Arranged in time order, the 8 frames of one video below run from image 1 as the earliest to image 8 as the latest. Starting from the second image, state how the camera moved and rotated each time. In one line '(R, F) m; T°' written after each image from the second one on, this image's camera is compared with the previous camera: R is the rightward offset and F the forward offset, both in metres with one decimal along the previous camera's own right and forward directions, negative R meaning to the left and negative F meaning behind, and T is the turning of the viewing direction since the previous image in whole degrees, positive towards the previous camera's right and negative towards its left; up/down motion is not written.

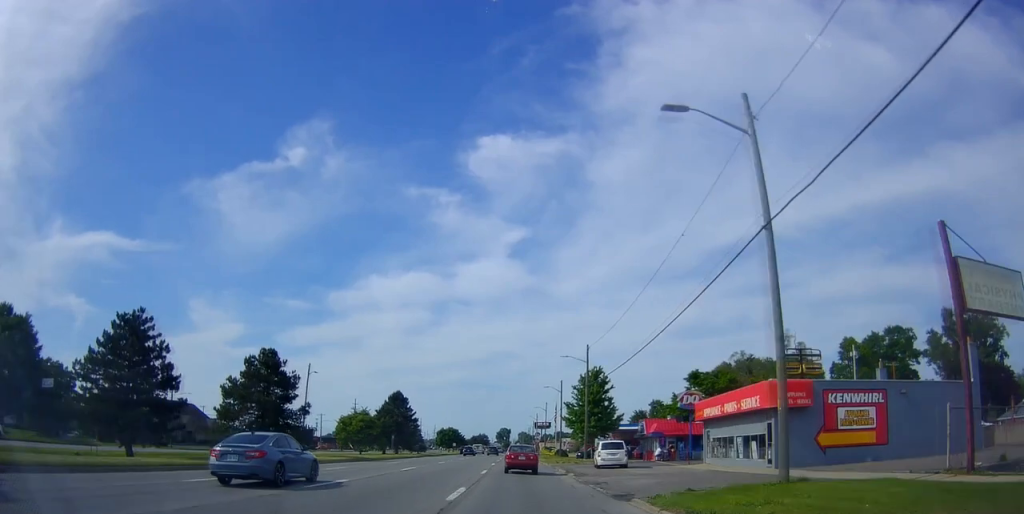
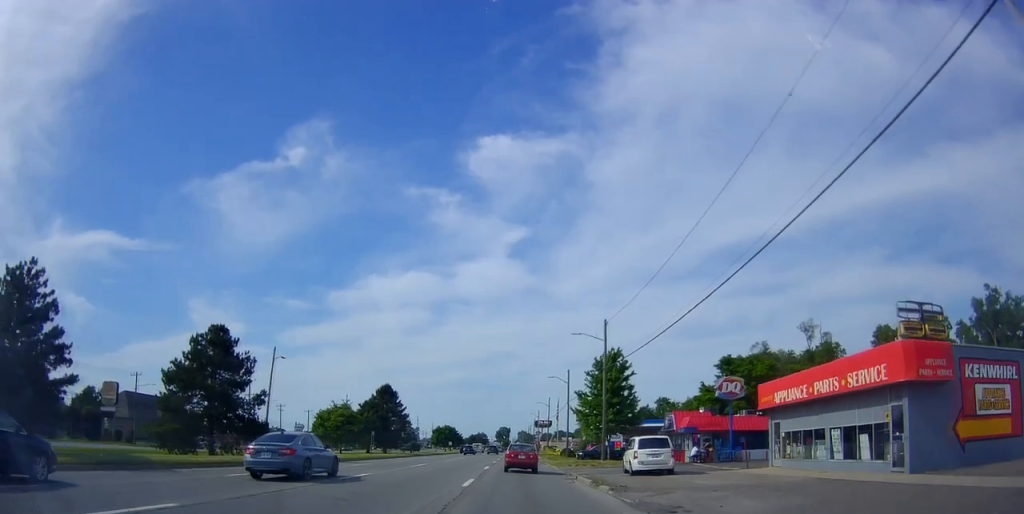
(0.0, +10.4) m; +1°
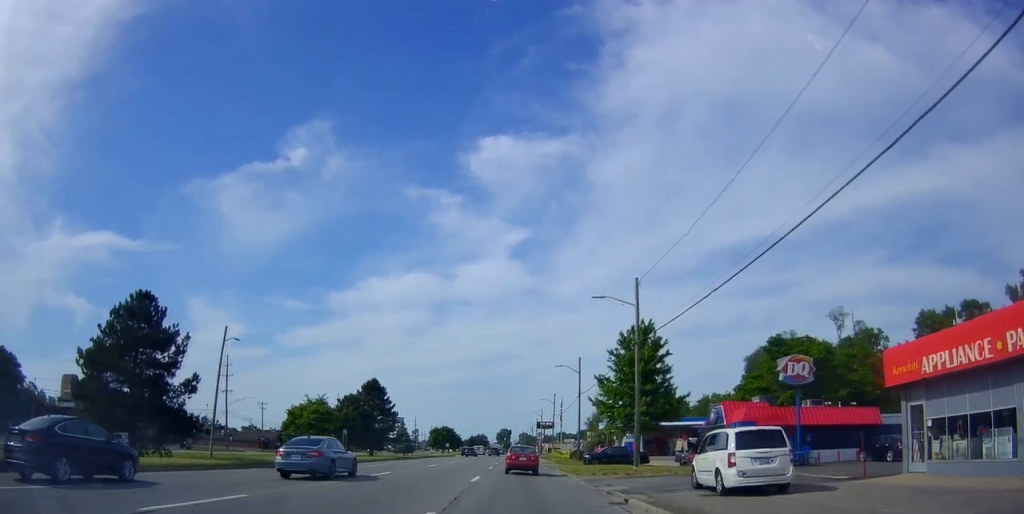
(+0.5, +11.0) m; +1°
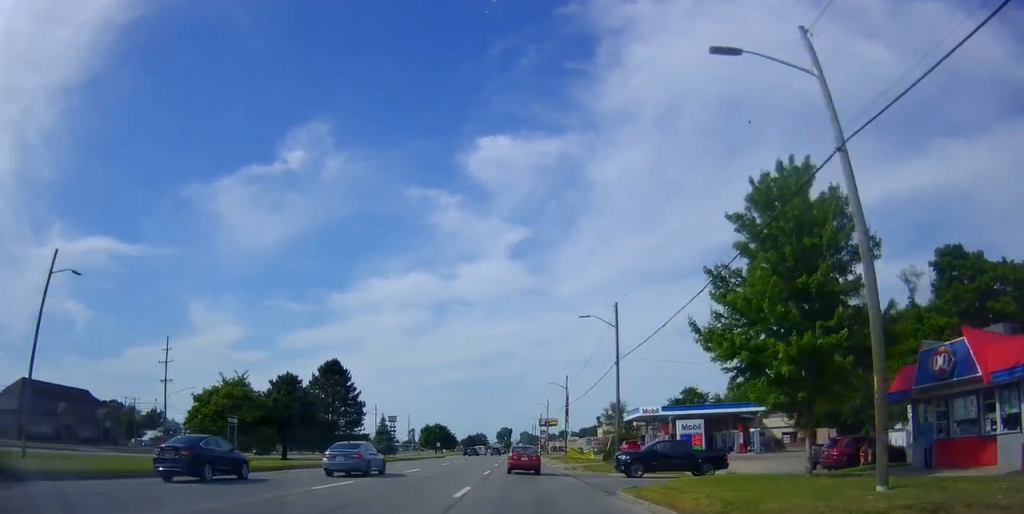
(-0.3, +22.0) m; -2°
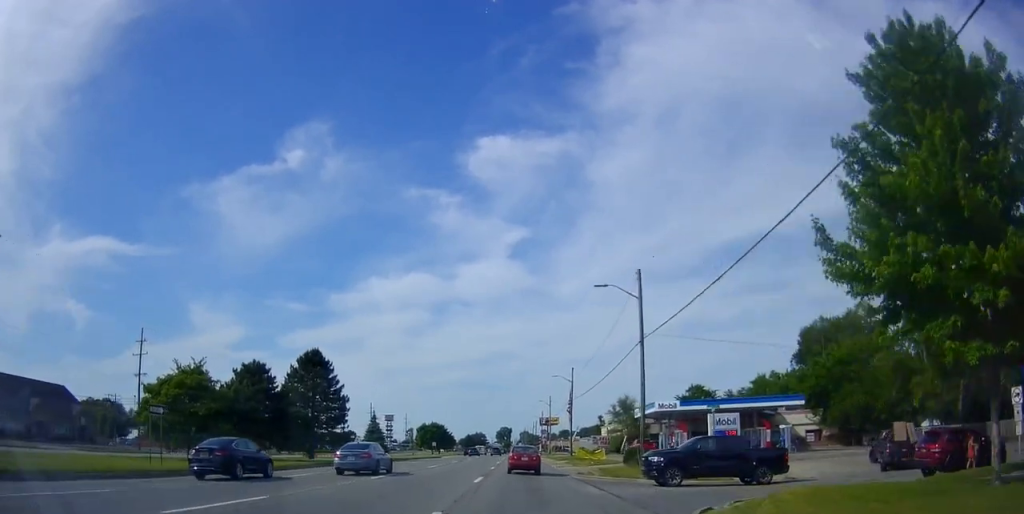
(-0.2, +7.5) m; -1°
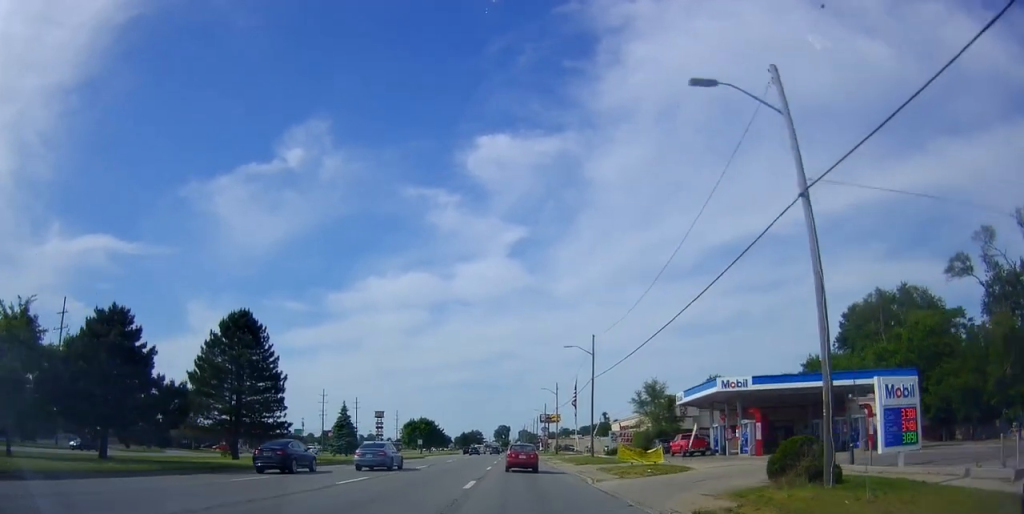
(-0.2, +19.3) m; 0°
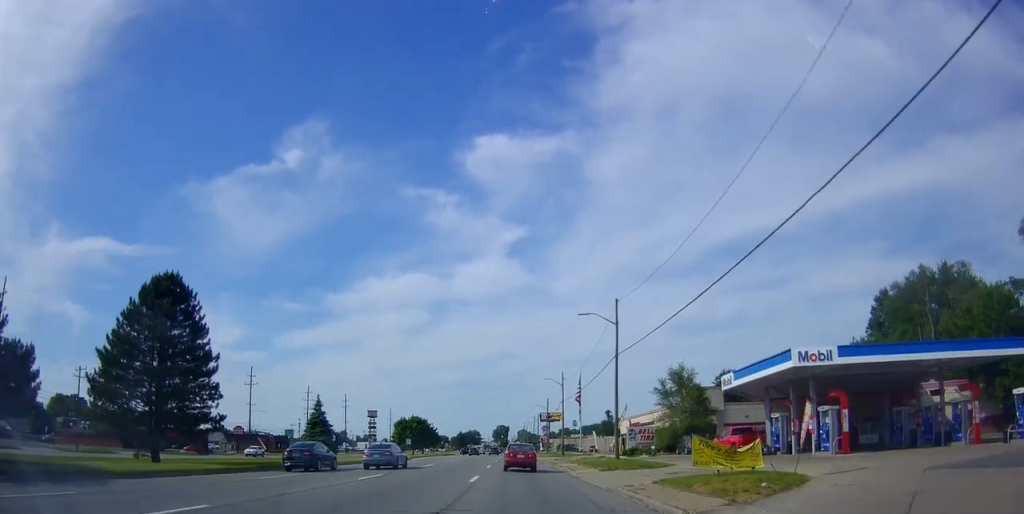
(+0.1, +12.4) m; +1°
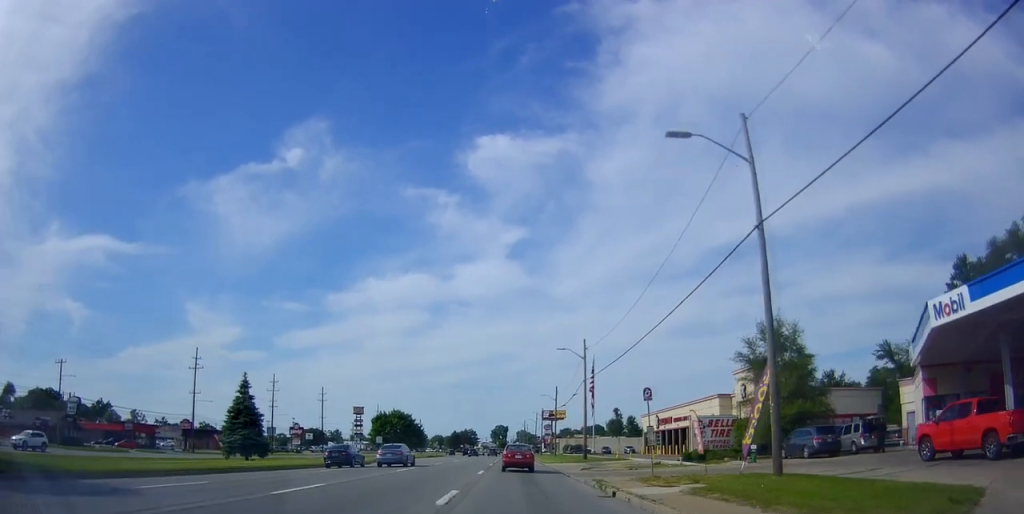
(0.0, +23.7) m; 0°
